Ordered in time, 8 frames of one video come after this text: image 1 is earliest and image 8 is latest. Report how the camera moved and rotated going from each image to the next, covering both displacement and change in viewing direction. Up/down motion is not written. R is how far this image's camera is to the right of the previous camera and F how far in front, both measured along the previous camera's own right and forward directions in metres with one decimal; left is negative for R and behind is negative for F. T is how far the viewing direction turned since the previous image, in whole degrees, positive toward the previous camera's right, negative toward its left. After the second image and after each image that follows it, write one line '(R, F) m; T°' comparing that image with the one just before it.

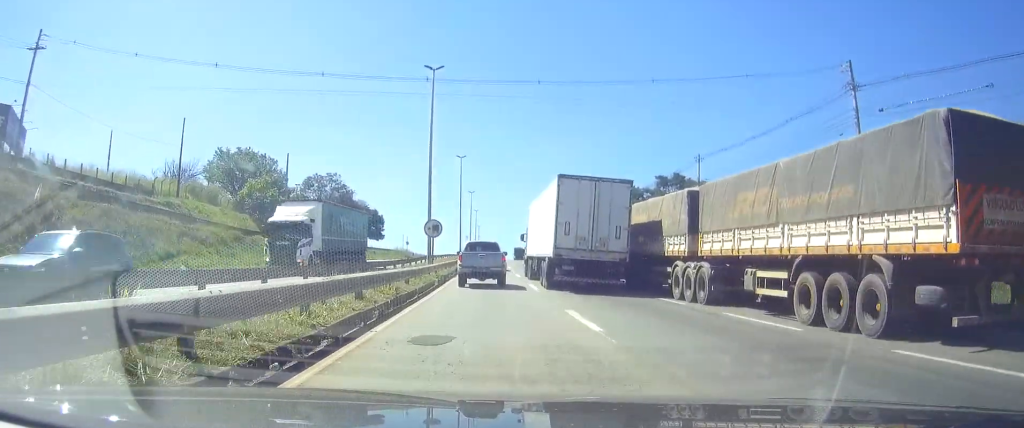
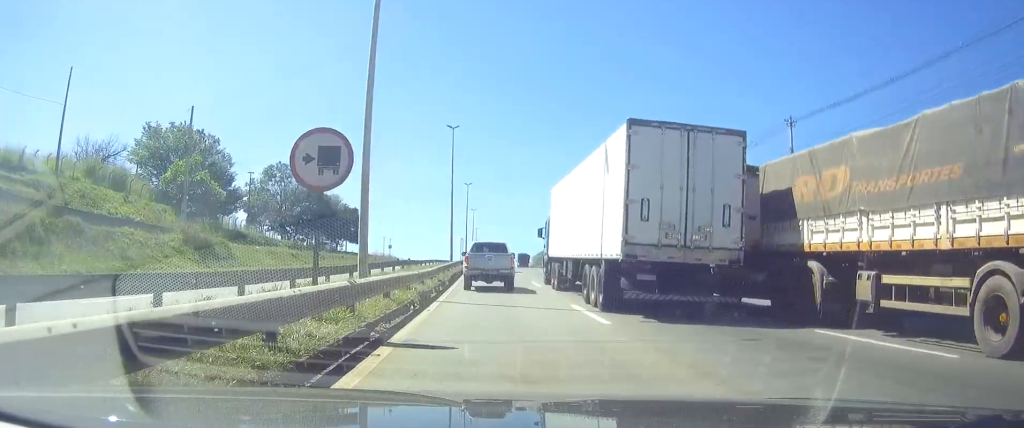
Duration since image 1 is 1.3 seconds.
(0.0, +27.5) m; 0°
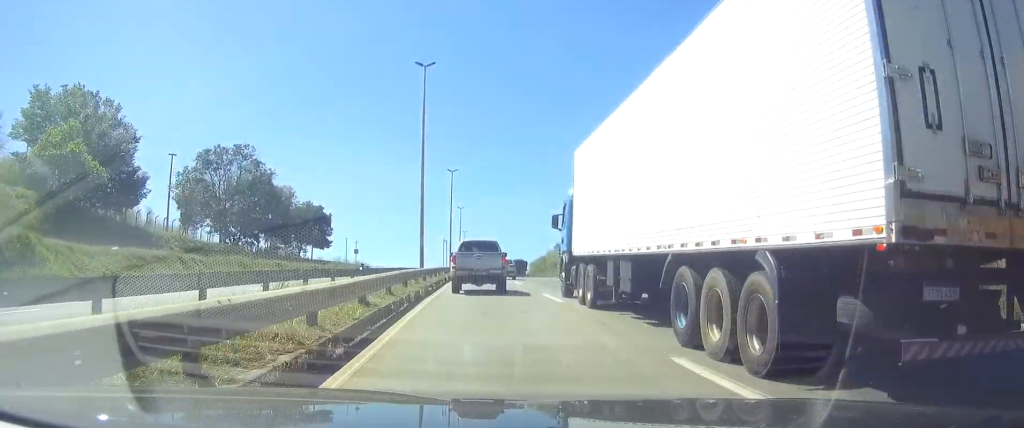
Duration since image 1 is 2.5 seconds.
(+0.1, +26.3) m; +1°
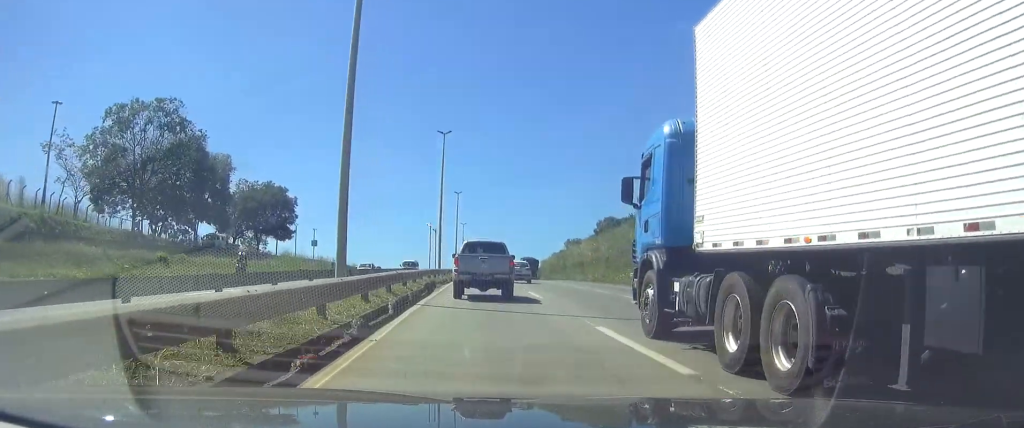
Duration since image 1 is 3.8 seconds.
(+0.3, +28.0) m; 0°
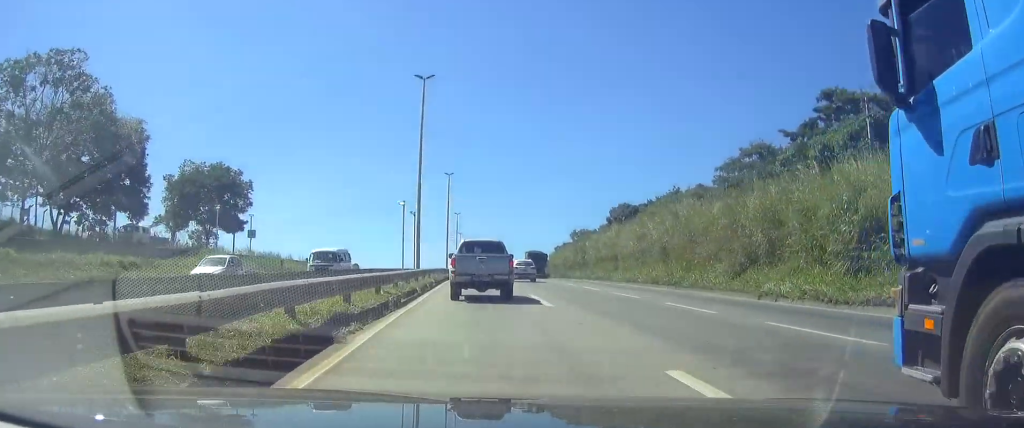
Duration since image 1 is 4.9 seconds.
(-0.1, +21.7) m; 0°
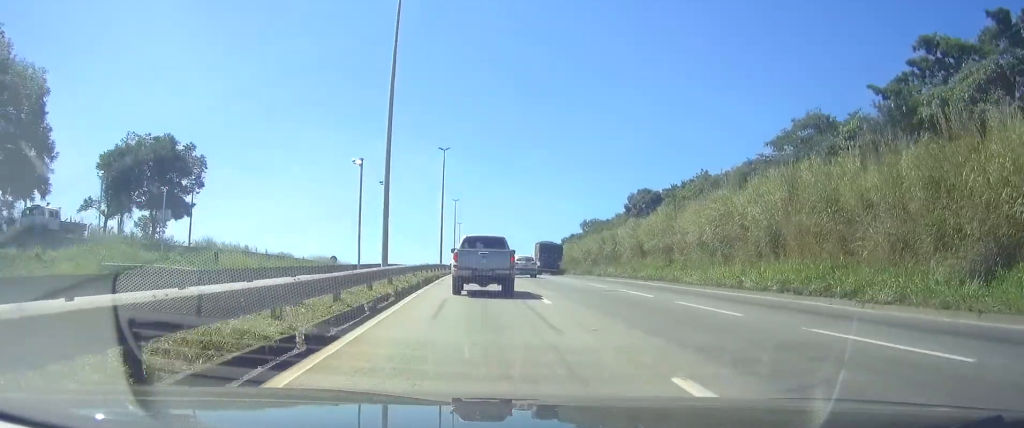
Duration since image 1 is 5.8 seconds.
(0.0, +17.5) m; 0°
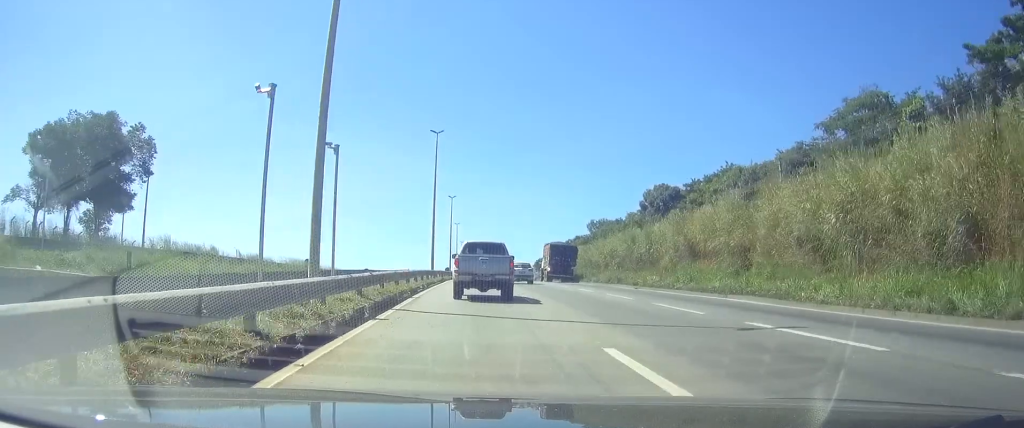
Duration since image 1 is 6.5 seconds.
(0.0, +13.1) m; 0°
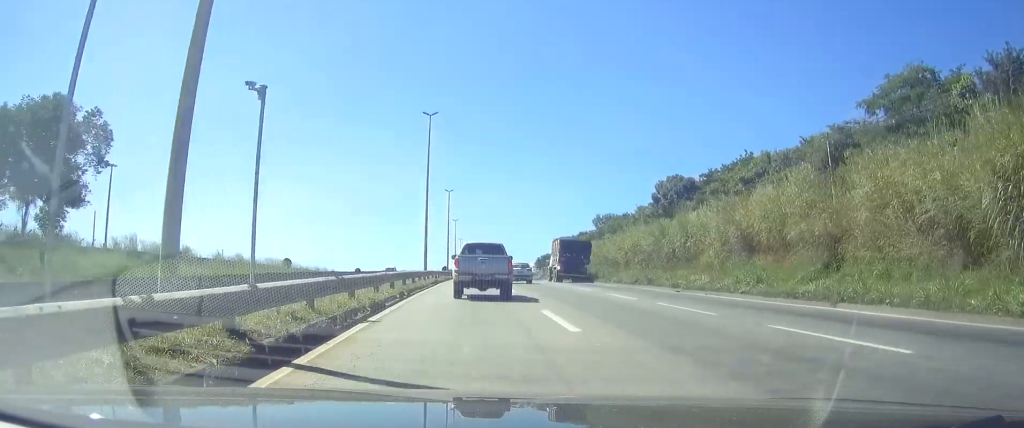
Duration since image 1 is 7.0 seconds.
(0.0, +8.6) m; 0°
